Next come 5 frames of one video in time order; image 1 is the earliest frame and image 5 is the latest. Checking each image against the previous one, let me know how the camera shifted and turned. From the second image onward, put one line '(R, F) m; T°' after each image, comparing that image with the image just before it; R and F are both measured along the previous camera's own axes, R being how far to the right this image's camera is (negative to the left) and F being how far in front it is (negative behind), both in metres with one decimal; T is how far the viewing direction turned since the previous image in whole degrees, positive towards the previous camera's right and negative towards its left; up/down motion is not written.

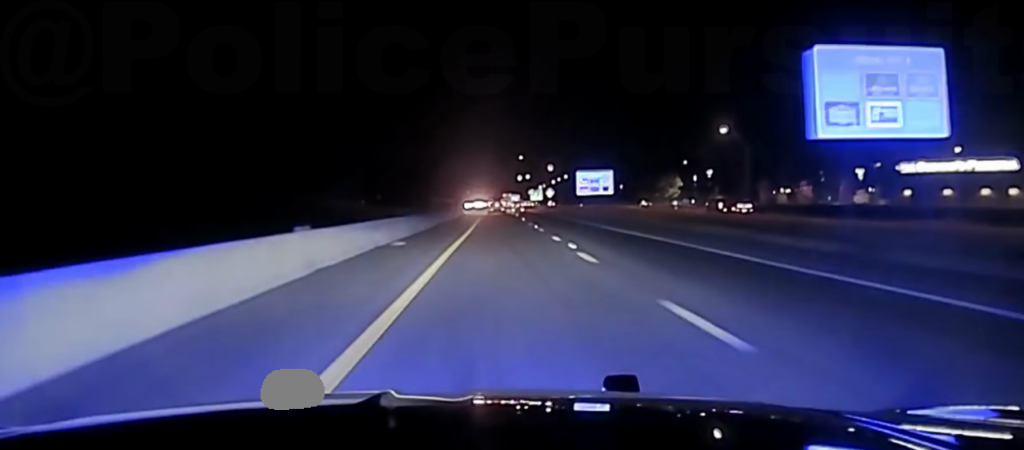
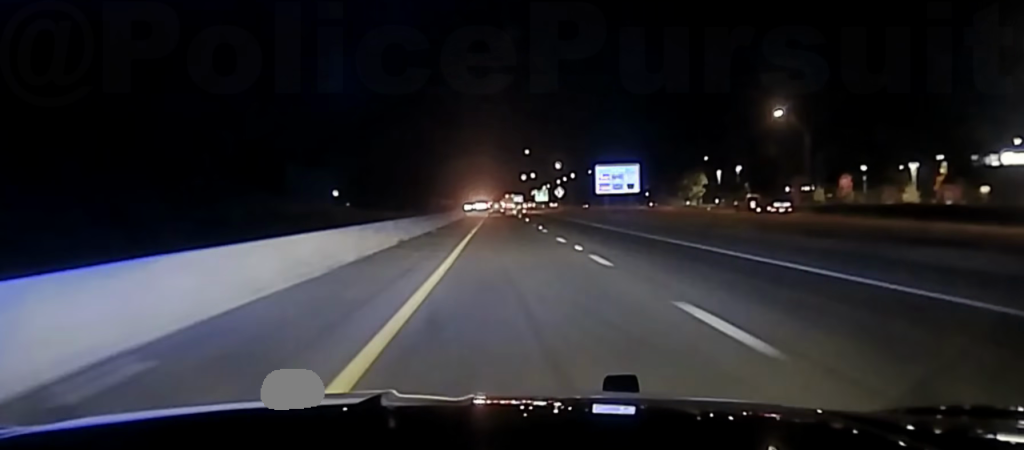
(-0.2, +25.6) m; 0°
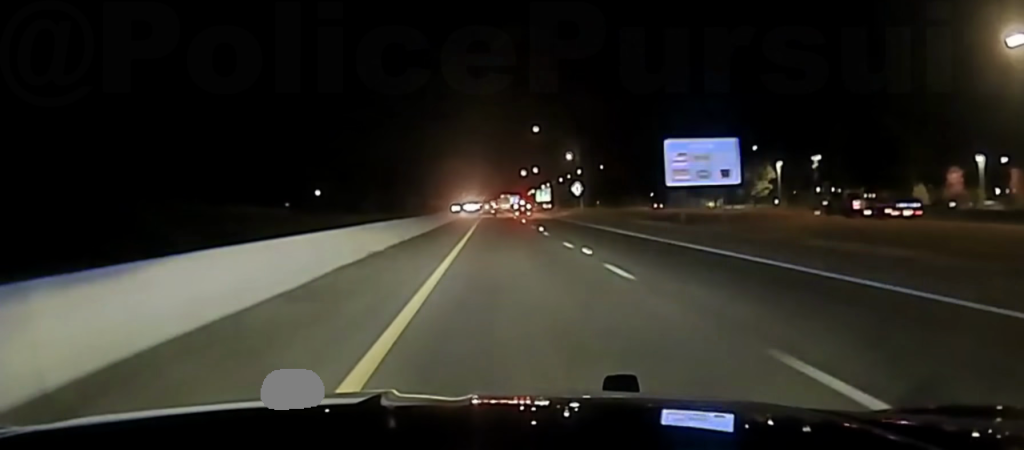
(+0.1, +53.0) m; 0°
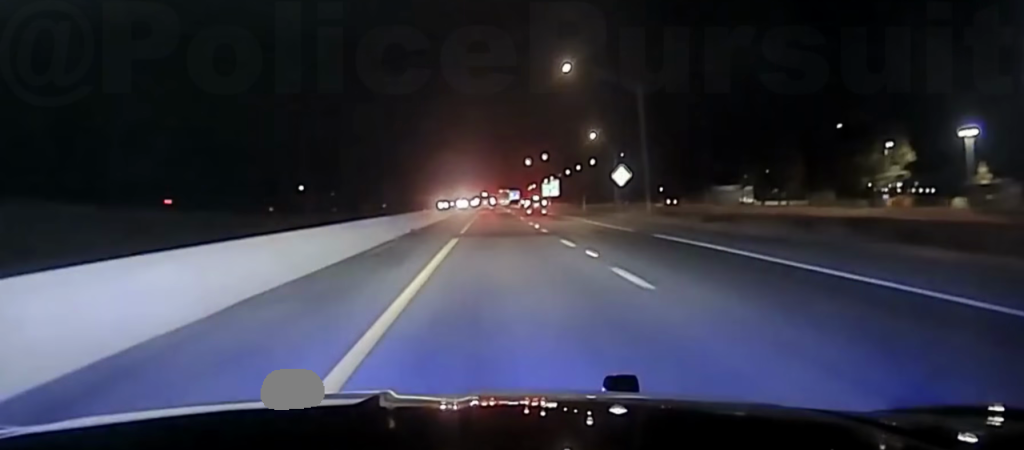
(+0.1, +53.4) m; 0°
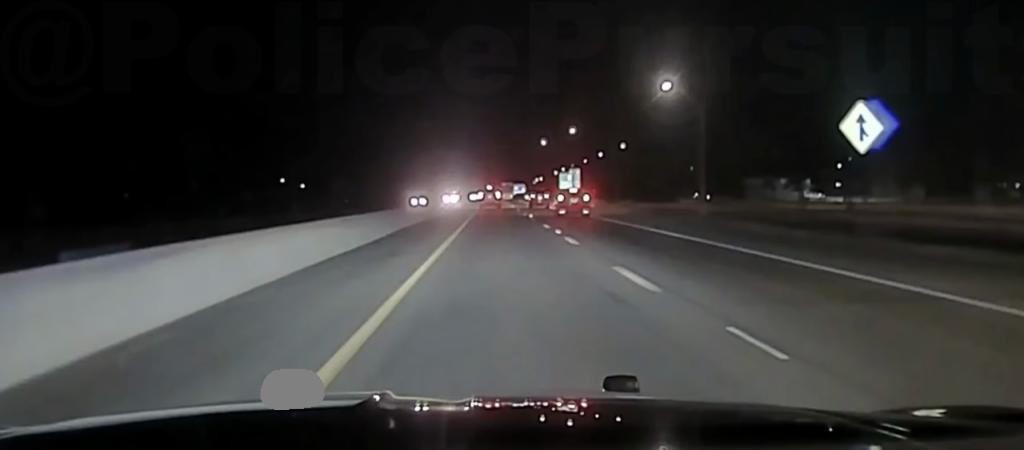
(-0.2, +62.1) m; 0°
